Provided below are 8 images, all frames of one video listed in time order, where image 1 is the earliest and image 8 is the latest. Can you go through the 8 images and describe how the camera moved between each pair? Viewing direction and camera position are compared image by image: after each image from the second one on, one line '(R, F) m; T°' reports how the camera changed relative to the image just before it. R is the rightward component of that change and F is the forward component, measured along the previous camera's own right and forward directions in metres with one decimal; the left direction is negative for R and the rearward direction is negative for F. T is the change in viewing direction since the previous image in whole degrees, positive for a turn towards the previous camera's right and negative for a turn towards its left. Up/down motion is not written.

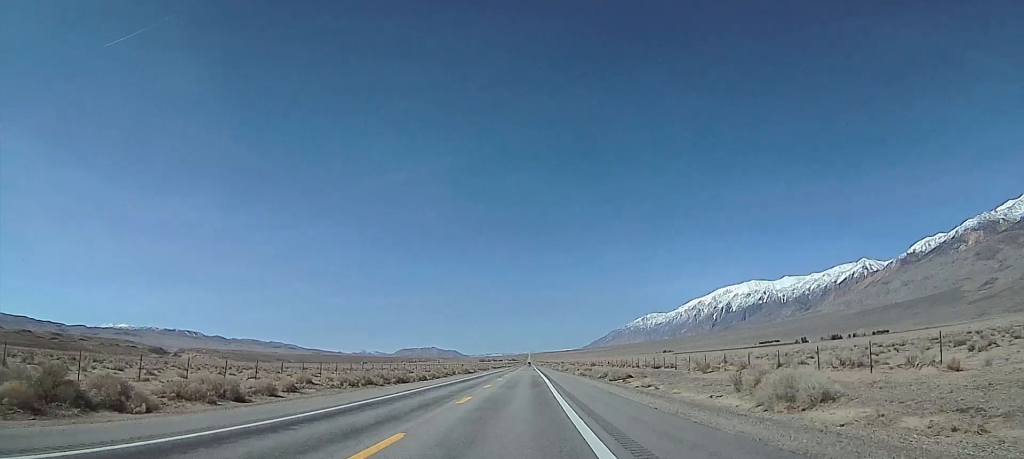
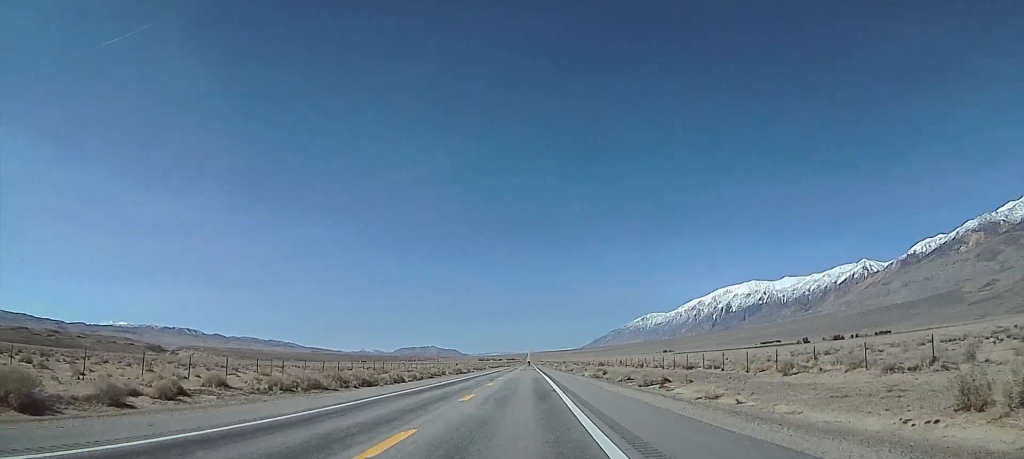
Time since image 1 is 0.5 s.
(0.0, +13.9) m; 0°
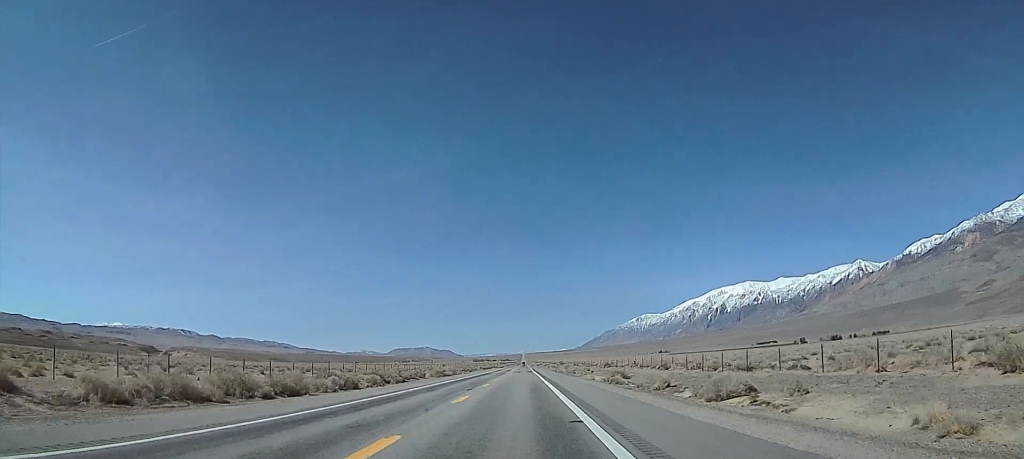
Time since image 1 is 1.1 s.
(+0.1, +15.8) m; -1°
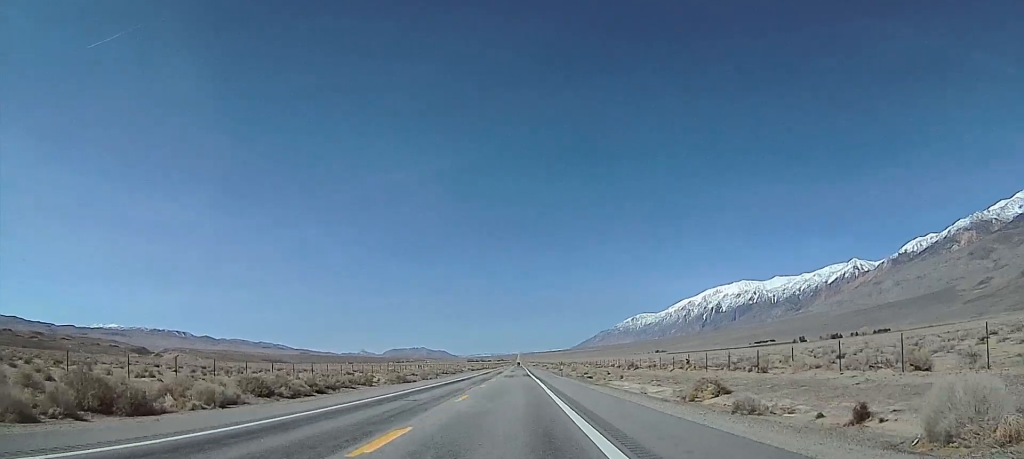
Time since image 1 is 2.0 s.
(-0.5, +27.2) m; -1°
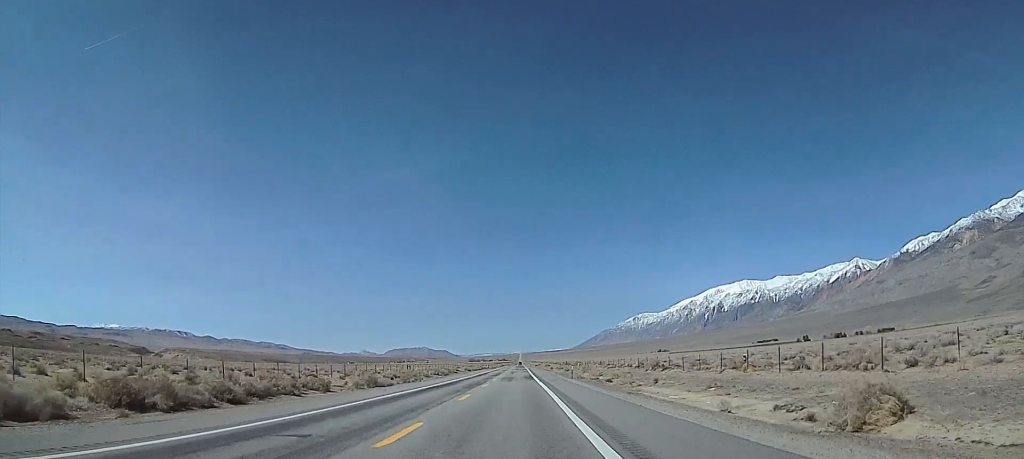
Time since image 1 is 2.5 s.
(0.0, +13.2) m; 0°
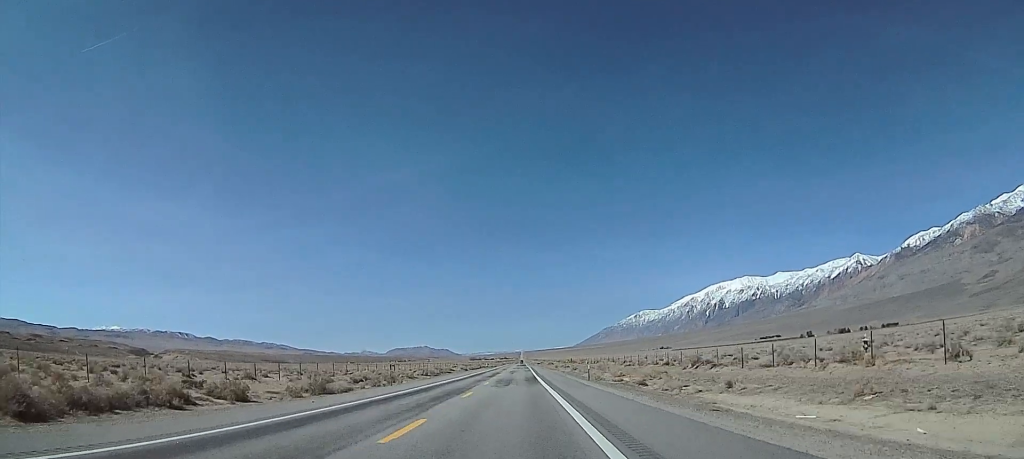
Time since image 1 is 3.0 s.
(+0.1, +14.2) m; 0°
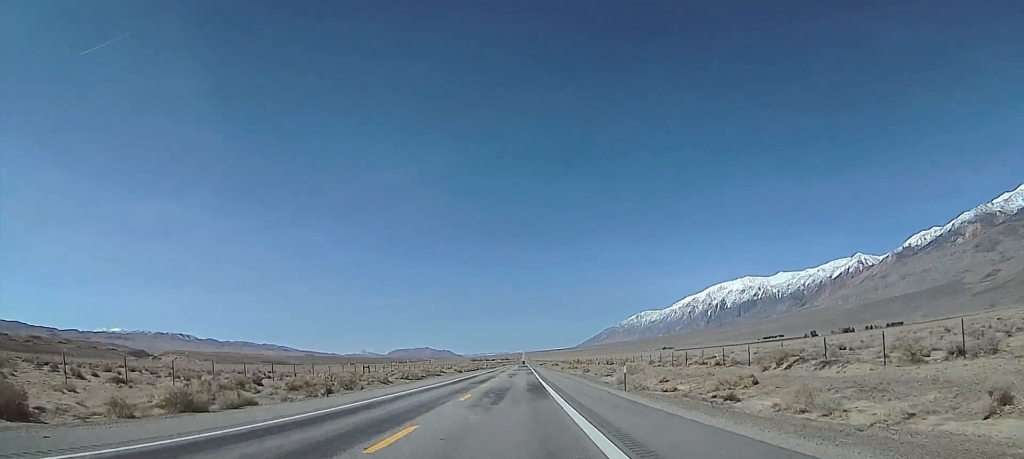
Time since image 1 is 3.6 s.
(0.0, +16.2) m; 0°
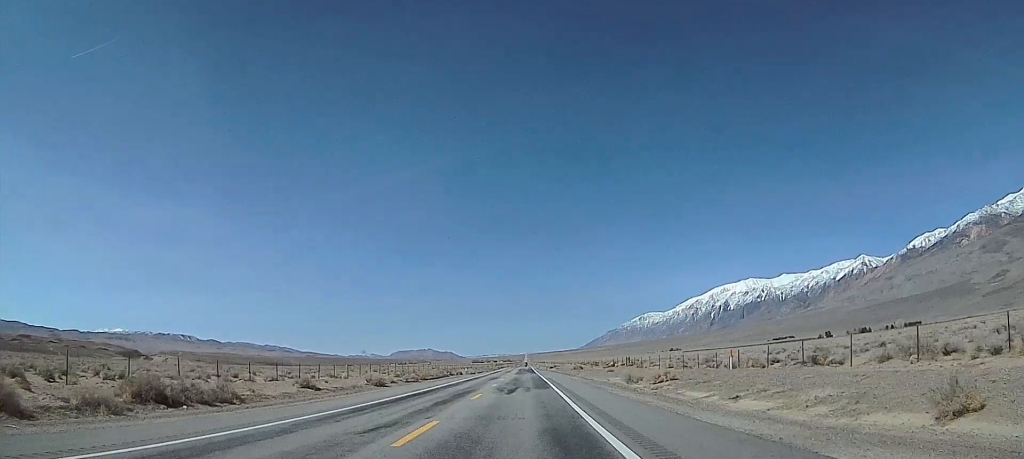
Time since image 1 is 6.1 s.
(0.0, +72.7) m; +1°
